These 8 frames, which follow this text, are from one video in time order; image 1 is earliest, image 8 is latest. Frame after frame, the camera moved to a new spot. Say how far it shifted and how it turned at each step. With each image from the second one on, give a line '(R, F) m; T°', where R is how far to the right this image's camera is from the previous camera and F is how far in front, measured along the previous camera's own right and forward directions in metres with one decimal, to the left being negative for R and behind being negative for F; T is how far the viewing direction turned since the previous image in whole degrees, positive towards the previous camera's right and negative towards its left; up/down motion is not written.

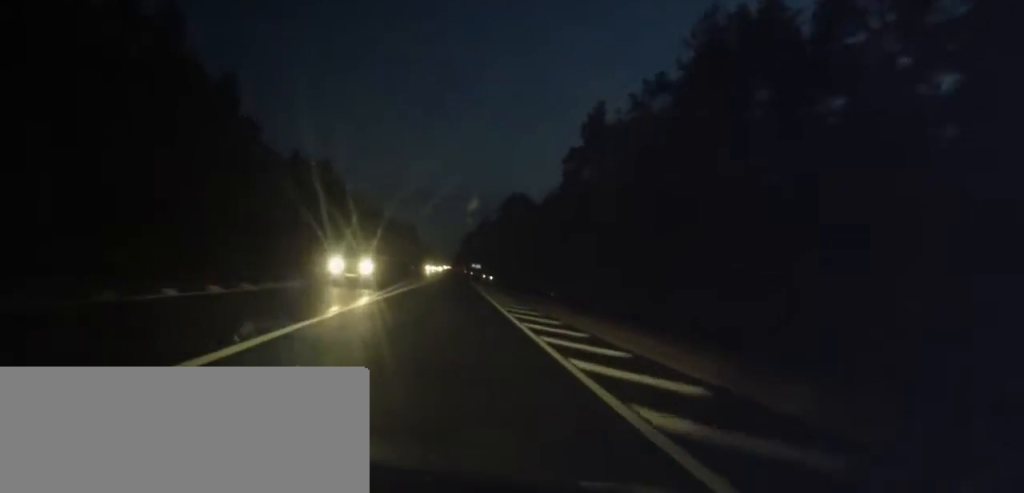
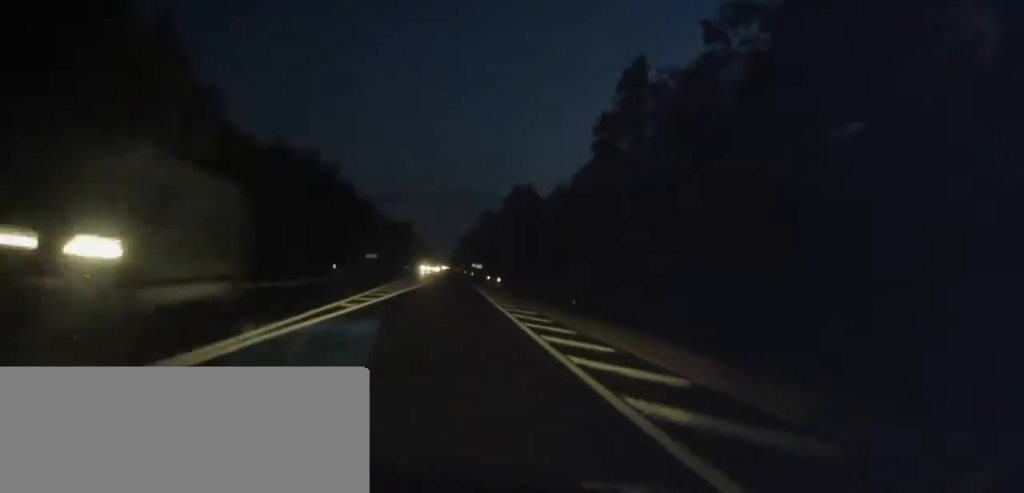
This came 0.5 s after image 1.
(+0.2, +13.2) m; 0°
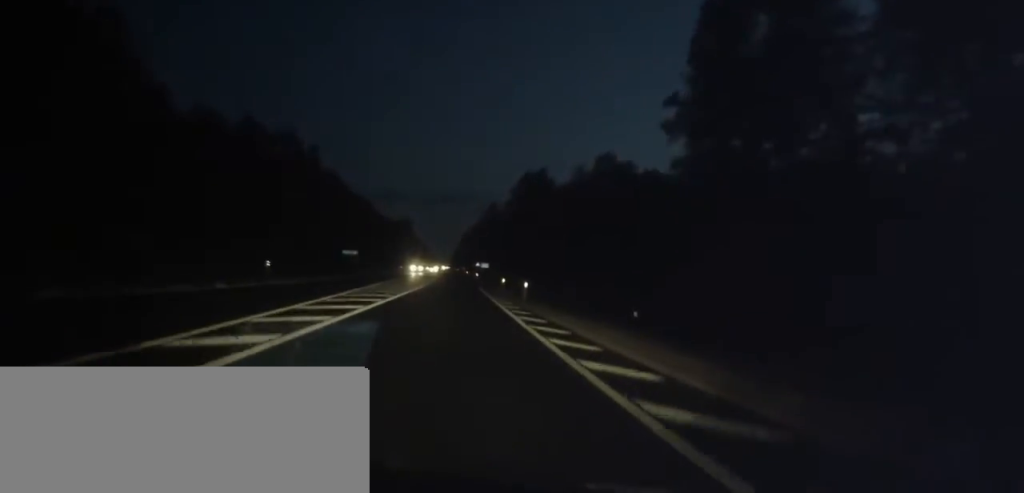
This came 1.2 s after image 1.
(-0.1, +19.8) m; 0°
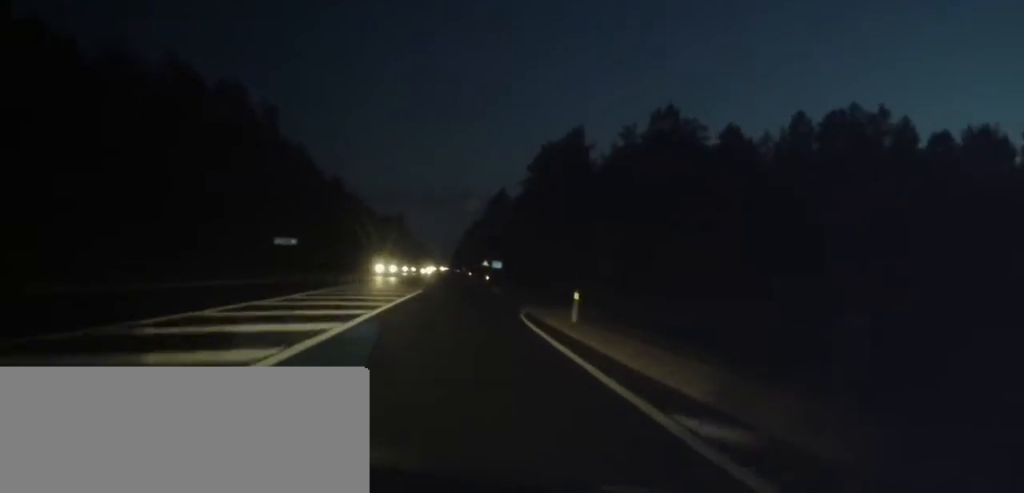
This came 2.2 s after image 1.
(0.0, +28.2) m; 0°
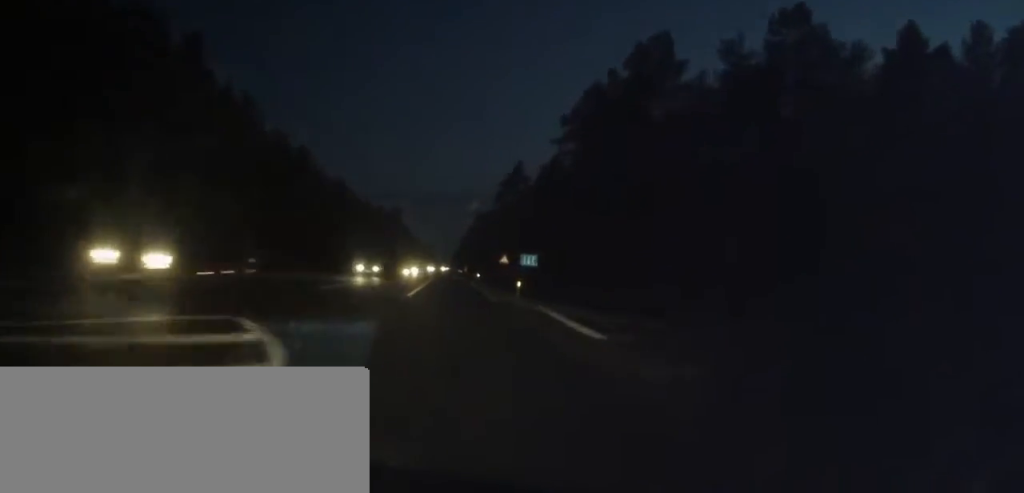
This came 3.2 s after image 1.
(0.0, +28.1) m; 0°
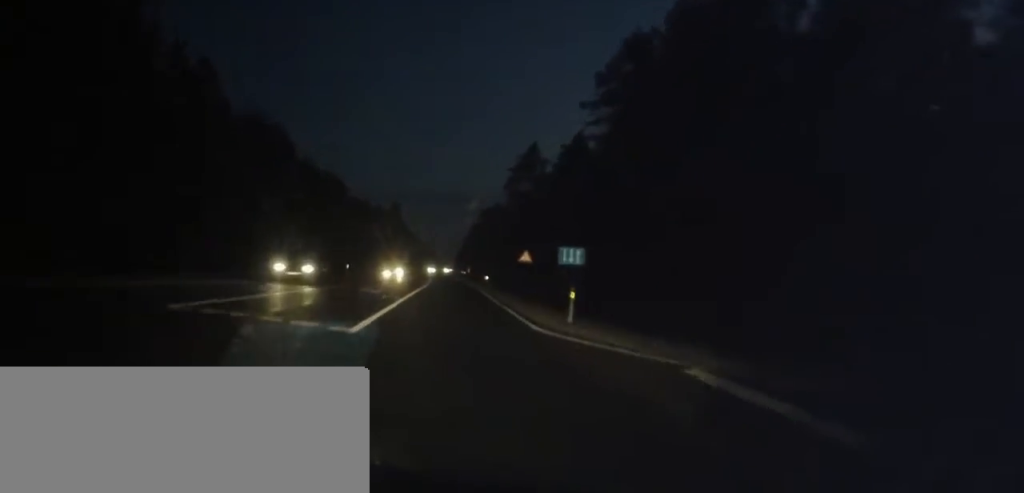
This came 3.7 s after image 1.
(-0.1, +14.0) m; 0°
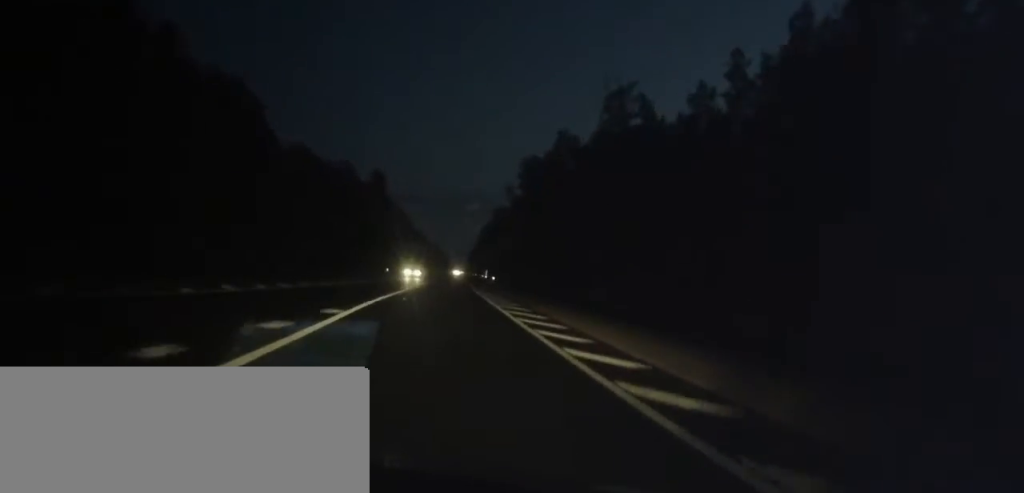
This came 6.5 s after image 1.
(+0.2, +79.8) m; -1°
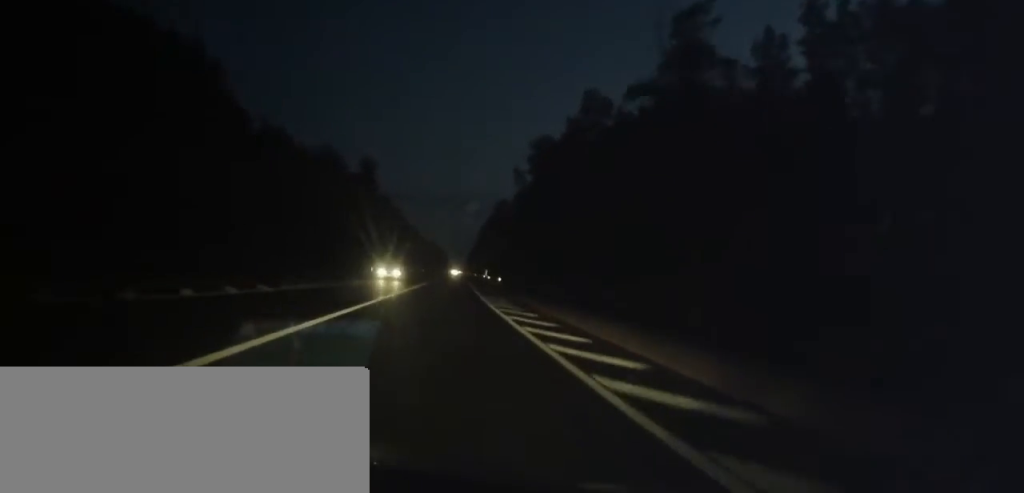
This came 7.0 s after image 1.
(0.0, +14.1) m; 0°
